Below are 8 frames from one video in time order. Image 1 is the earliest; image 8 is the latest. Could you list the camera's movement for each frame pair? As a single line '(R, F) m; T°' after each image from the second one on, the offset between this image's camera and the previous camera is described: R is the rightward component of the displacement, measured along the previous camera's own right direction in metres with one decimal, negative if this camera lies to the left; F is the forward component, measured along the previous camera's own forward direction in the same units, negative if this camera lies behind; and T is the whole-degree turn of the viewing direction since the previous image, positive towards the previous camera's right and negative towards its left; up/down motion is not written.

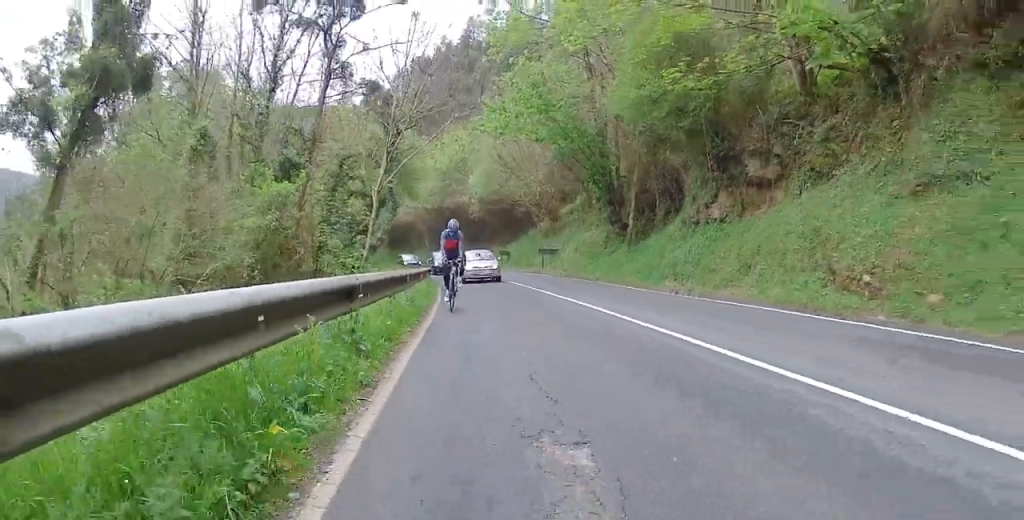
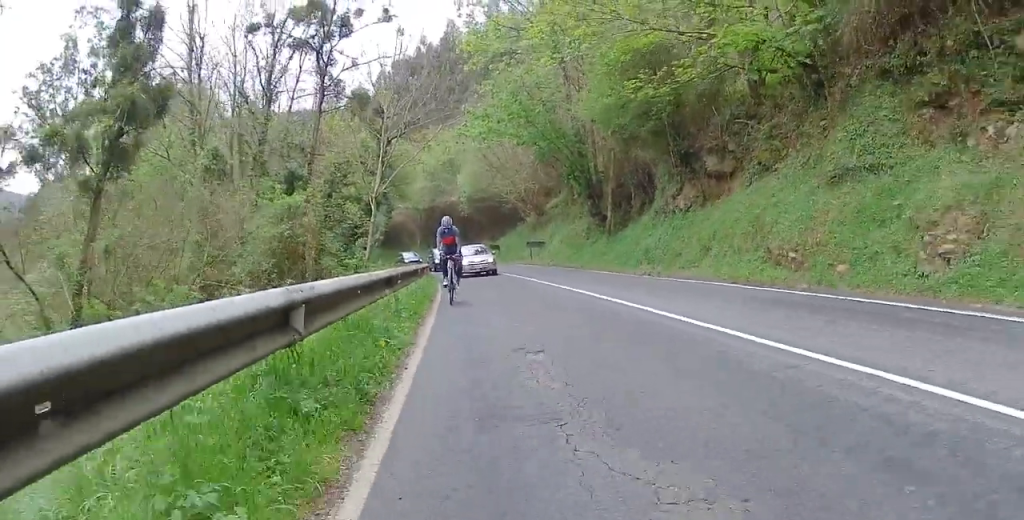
(0.0, +2.1) m; -2°
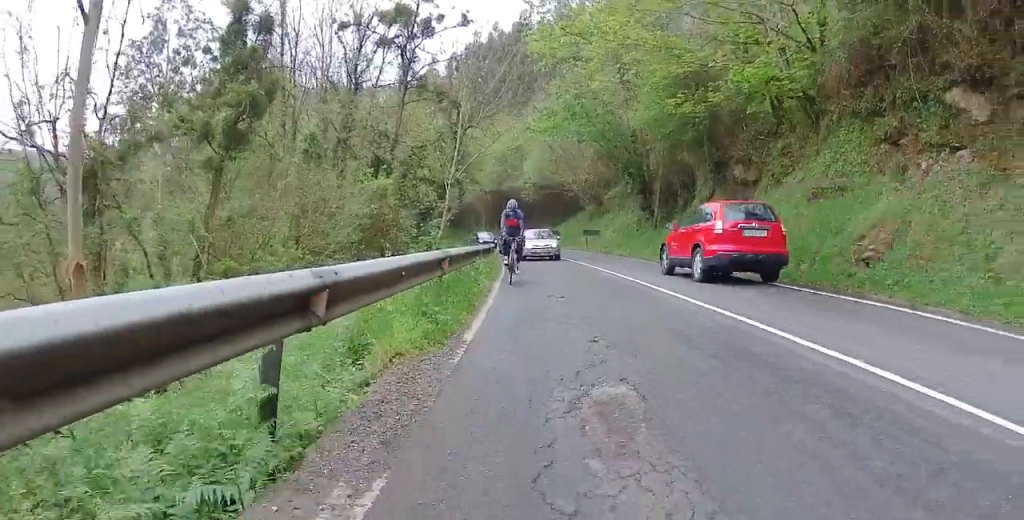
(-0.1, +3.5) m; -3°
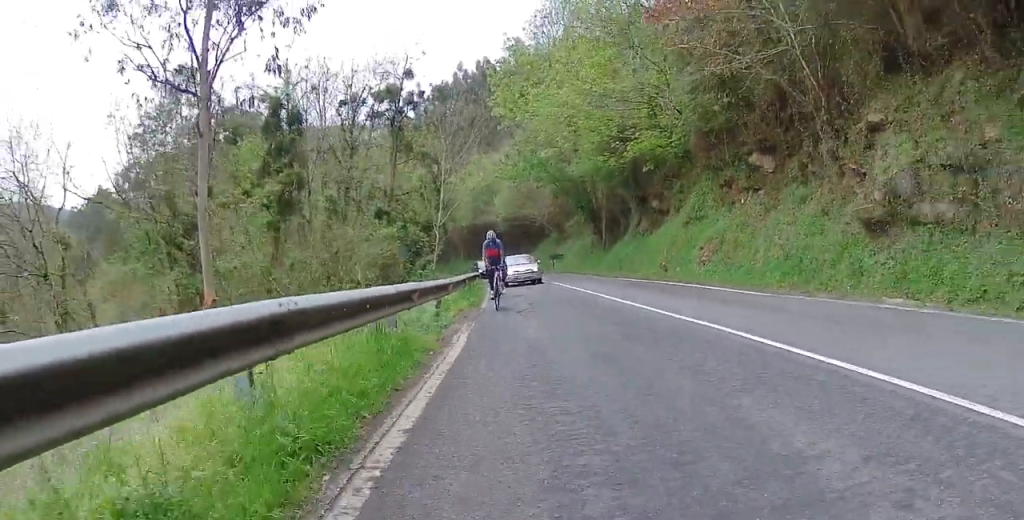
(-0.5, +8.3) m; -7°
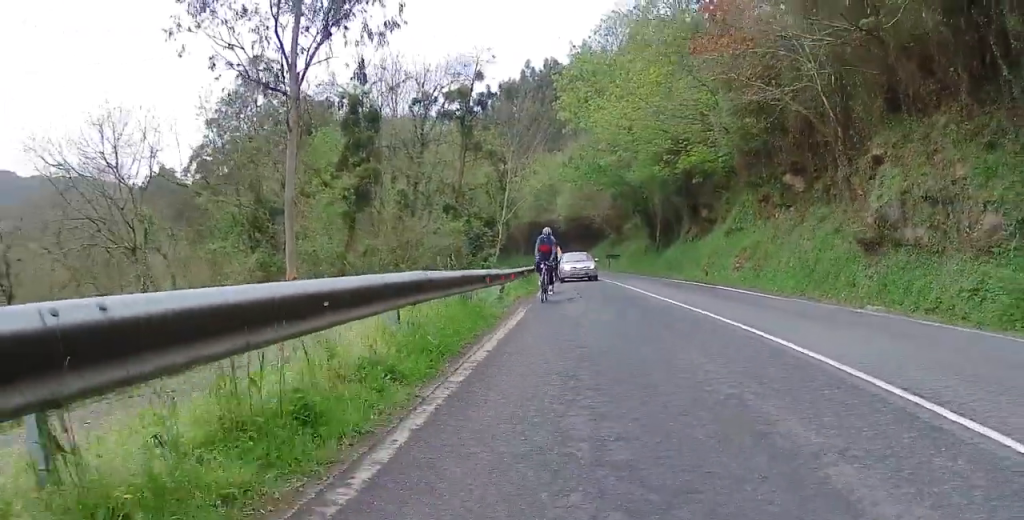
(0.0, +2.3) m; 0°
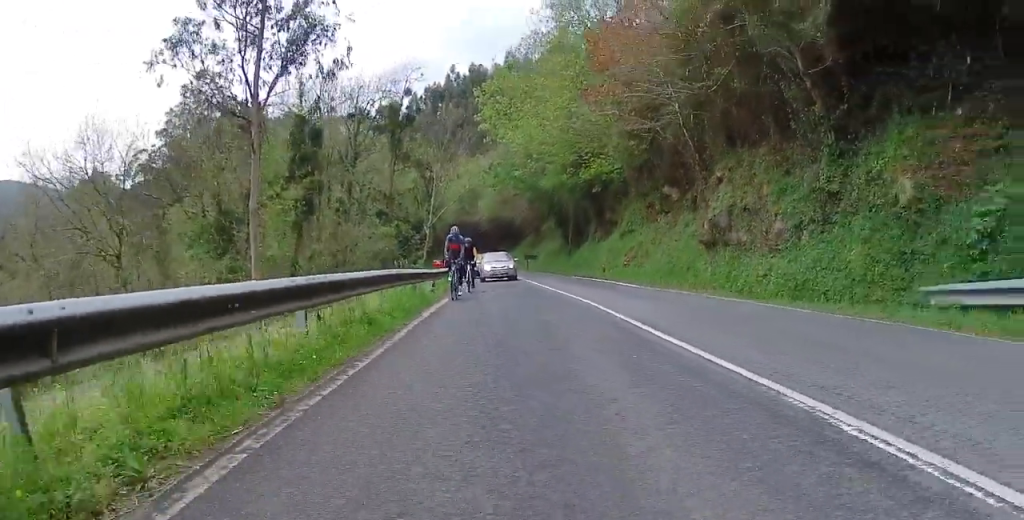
(+0.1, +4.6) m; +3°
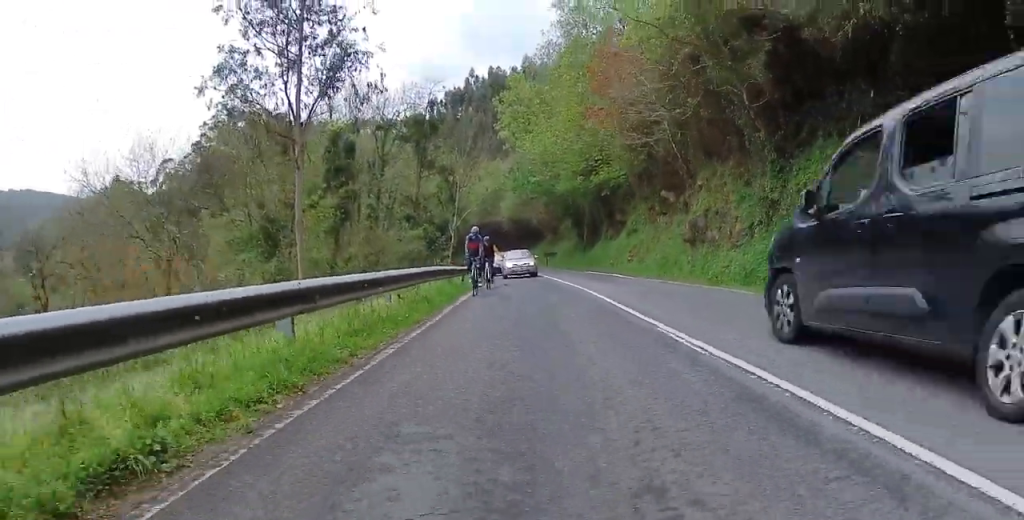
(+0.1, +3.4) m; +2°
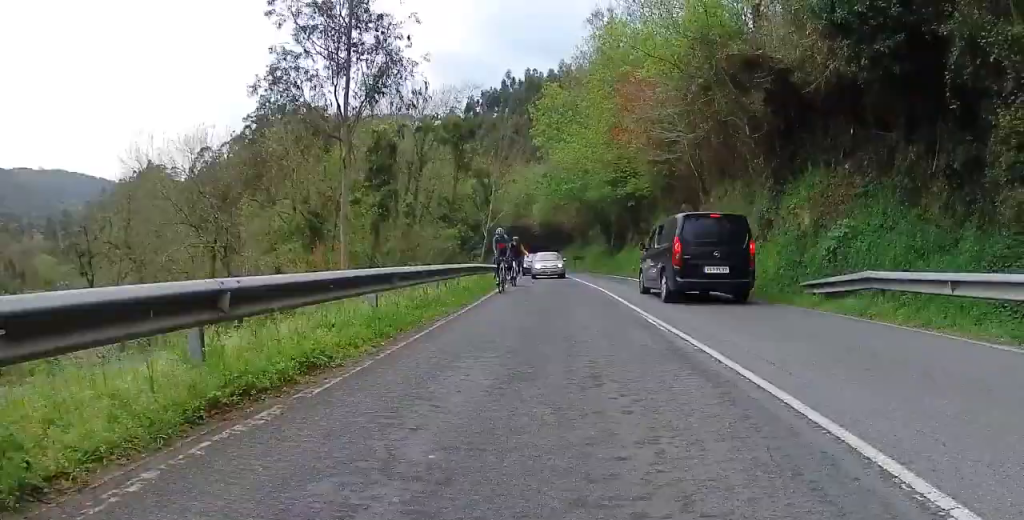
(0.0, +2.4) m; +1°
